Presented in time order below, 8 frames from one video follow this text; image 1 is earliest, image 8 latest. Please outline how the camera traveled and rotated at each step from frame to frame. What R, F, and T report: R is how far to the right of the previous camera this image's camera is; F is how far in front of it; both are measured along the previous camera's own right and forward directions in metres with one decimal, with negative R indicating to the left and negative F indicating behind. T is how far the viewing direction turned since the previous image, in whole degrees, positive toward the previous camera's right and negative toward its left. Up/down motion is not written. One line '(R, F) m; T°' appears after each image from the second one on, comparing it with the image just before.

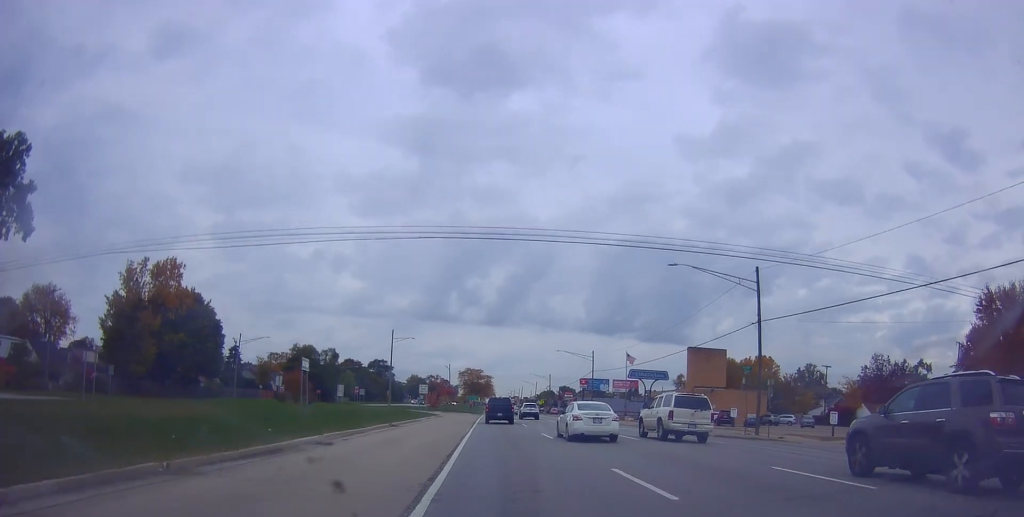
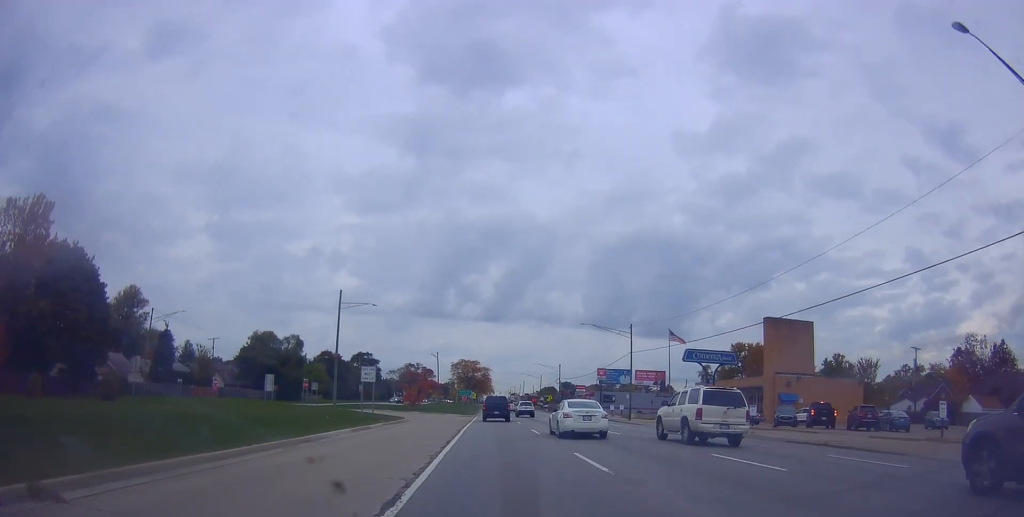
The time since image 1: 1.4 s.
(-0.2, +27.5) m; -1°
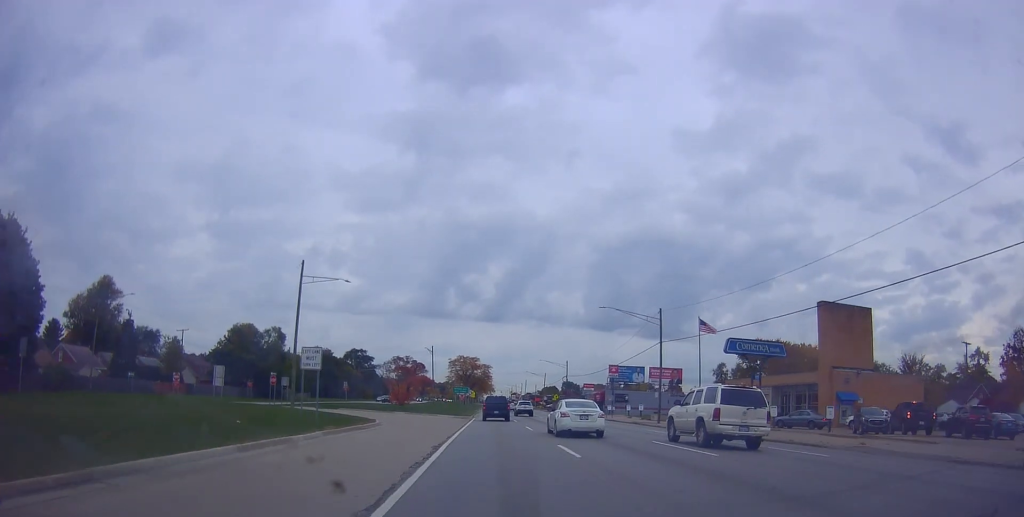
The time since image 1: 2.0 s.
(-0.3, +11.8) m; 0°
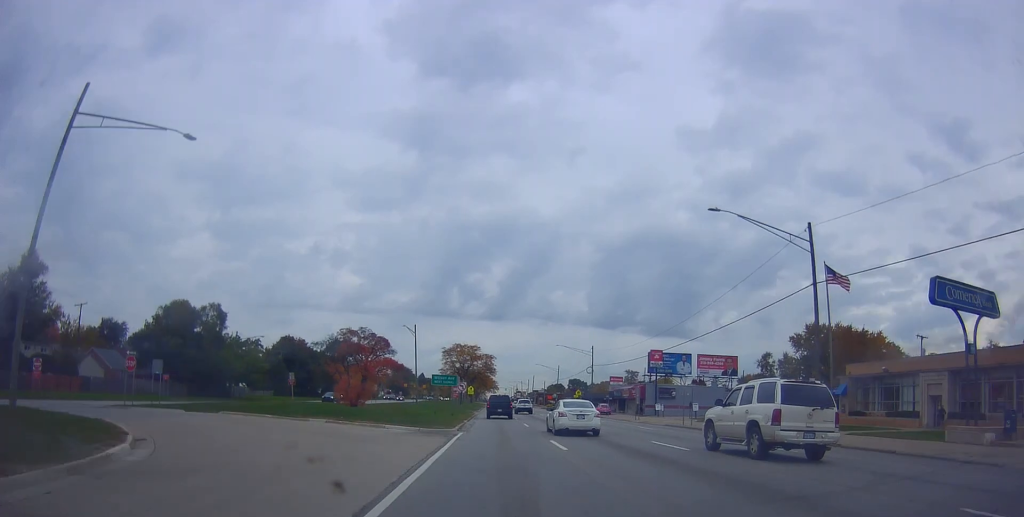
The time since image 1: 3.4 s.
(+0.3, +28.1) m; 0°
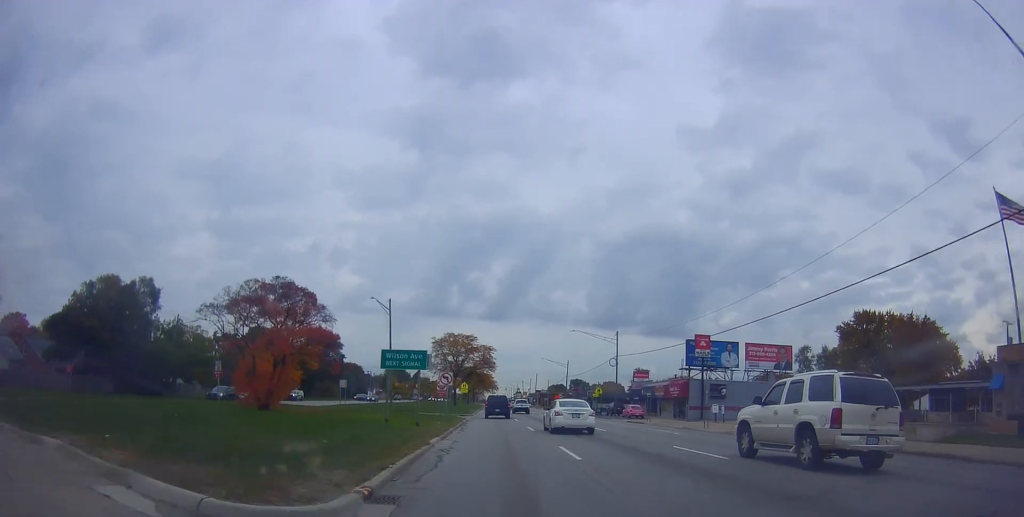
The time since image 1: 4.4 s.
(+0.1, +19.7) m; +1°
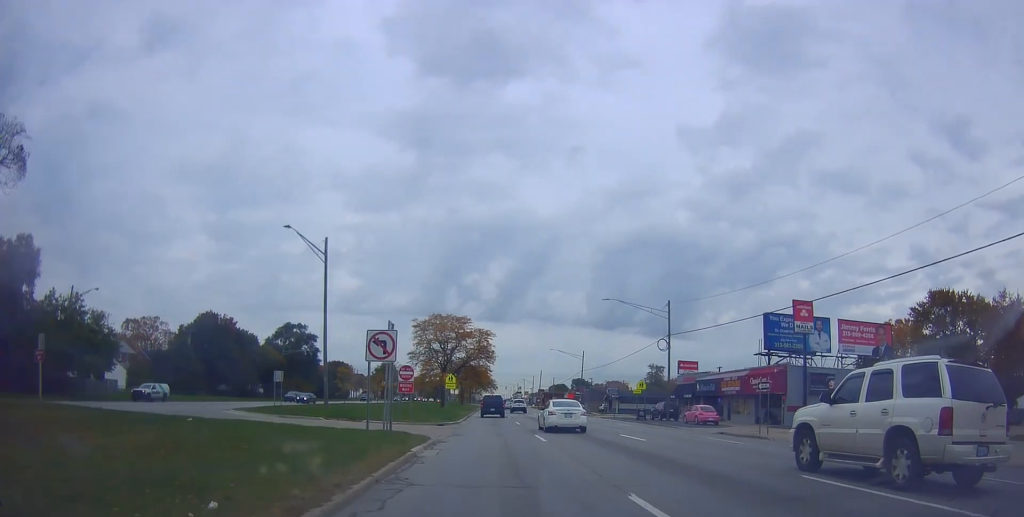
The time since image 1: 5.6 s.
(+0.1, +23.6) m; +1°
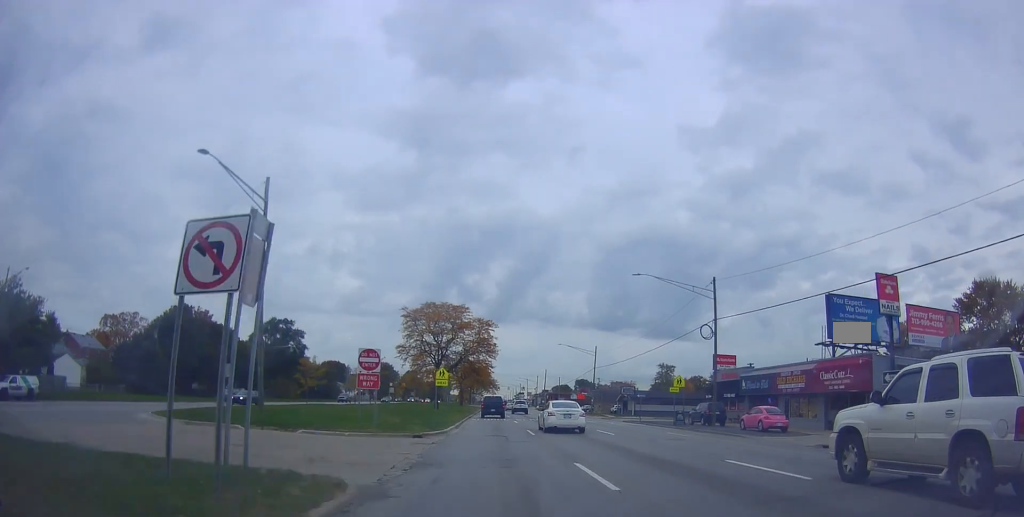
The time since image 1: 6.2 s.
(0.0, +11.1) m; 0°
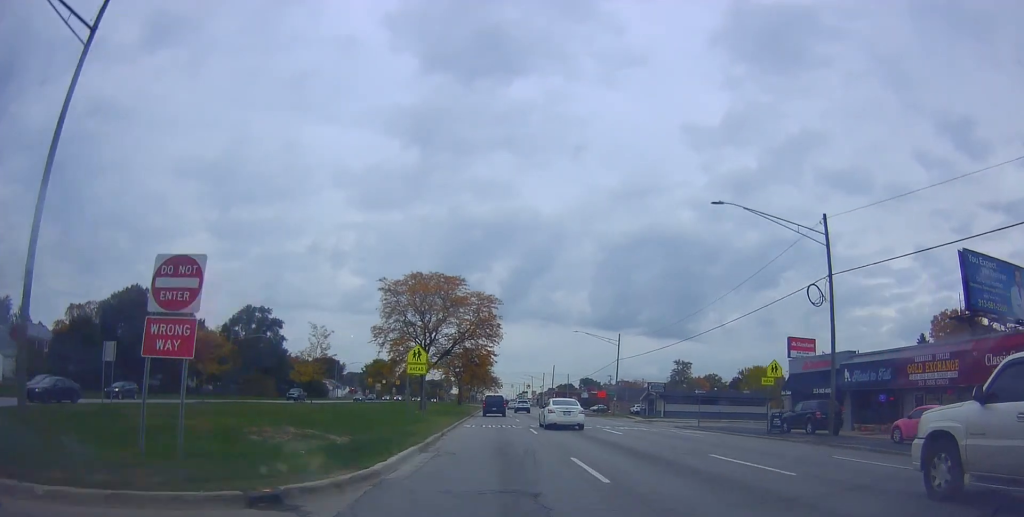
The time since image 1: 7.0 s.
(+0.2, +15.6) m; -1°
